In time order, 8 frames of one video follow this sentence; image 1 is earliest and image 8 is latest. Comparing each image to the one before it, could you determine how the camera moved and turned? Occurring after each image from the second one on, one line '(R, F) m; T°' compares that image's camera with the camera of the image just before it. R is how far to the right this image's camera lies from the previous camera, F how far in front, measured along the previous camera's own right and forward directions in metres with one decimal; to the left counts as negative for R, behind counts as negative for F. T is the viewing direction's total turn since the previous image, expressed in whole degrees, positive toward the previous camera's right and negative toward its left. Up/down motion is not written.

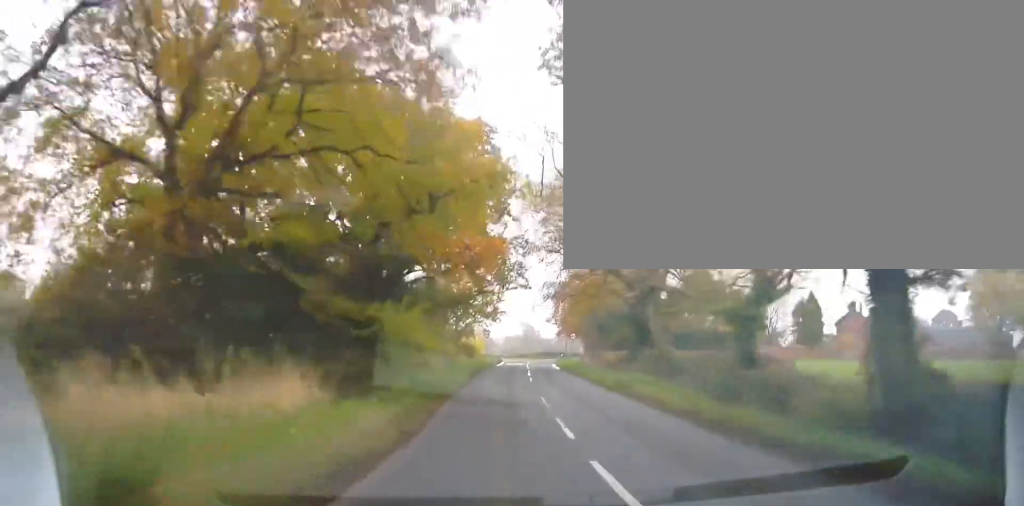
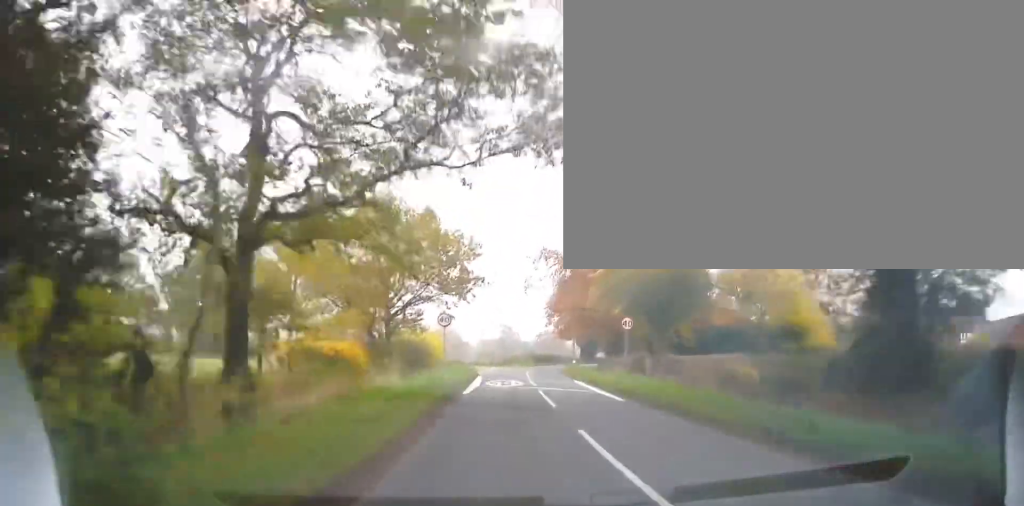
(+0.1, +27.6) m; +1°
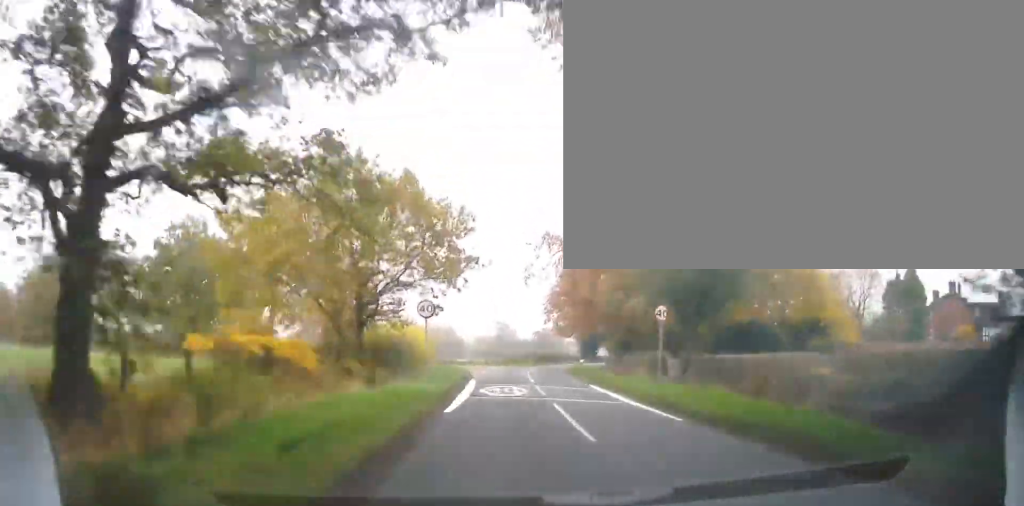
(+0.2, +6.0) m; +1°
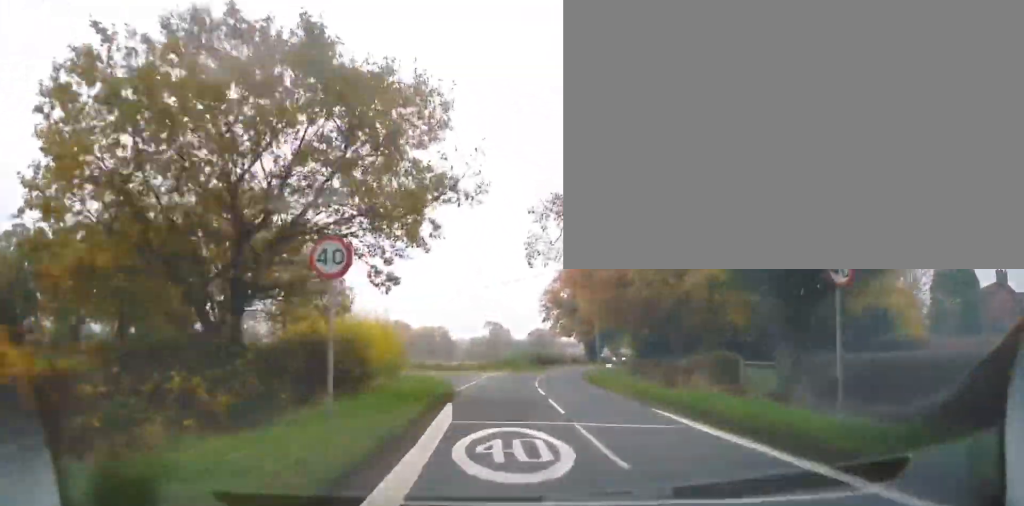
(+0.2, +10.4) m; 0°
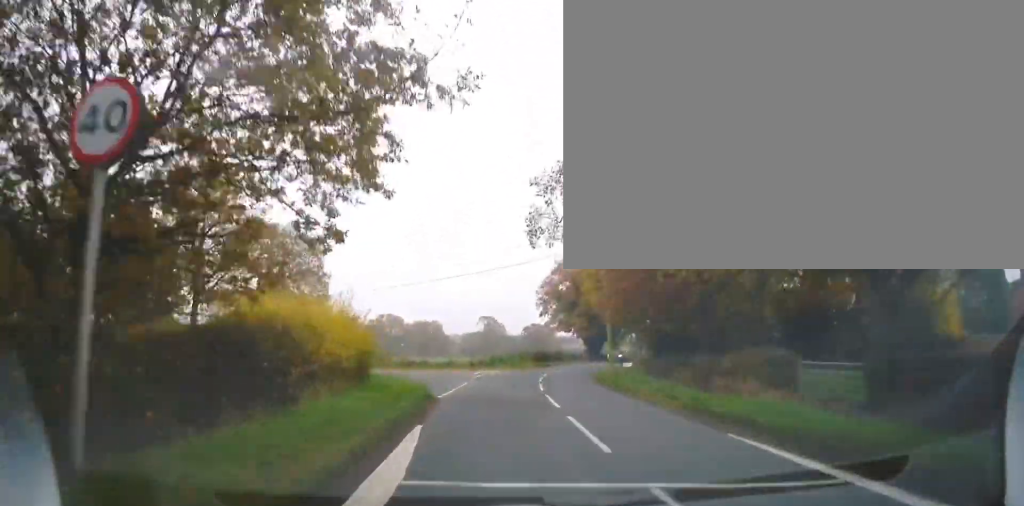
(-0.1, +5.6) m; 0°
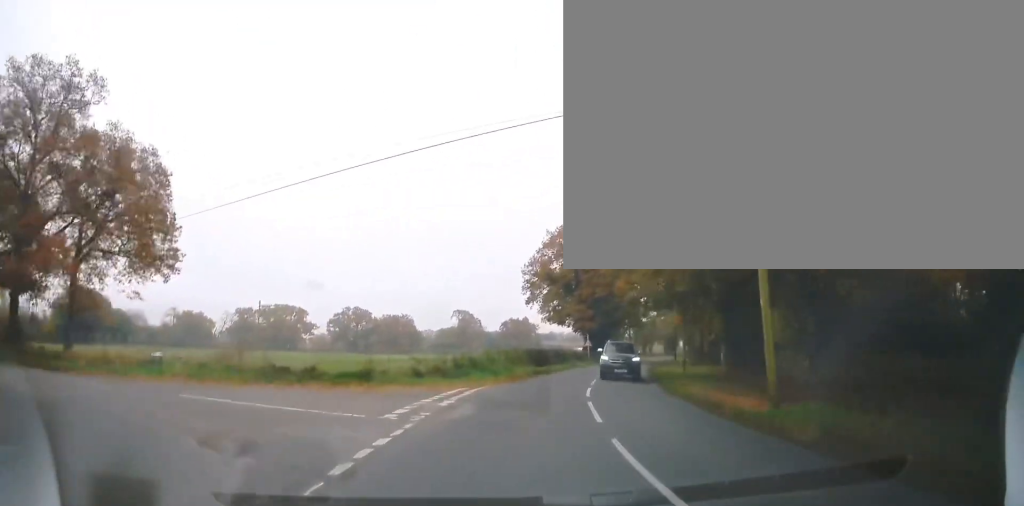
(+0.2, +21.3) m; +3°
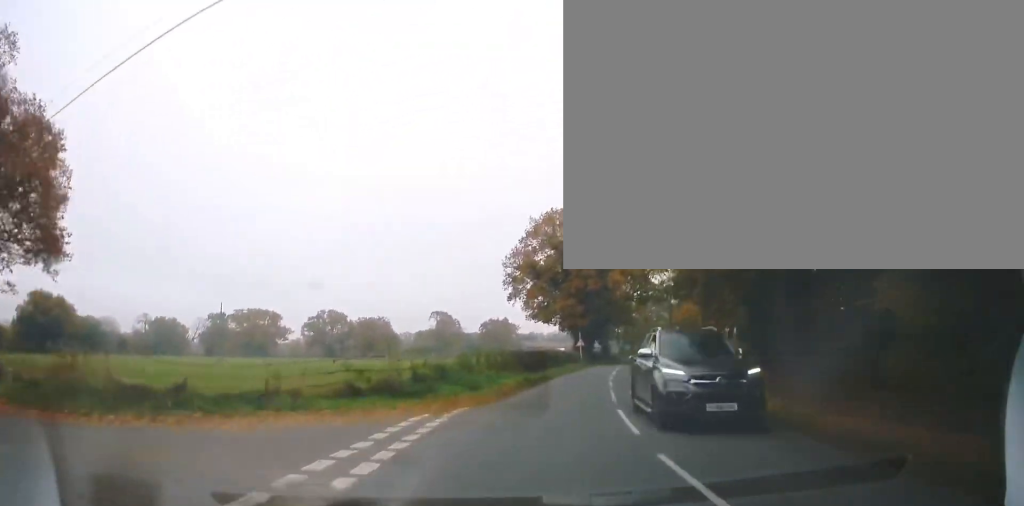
(+0.1, +7.6) m; +3°
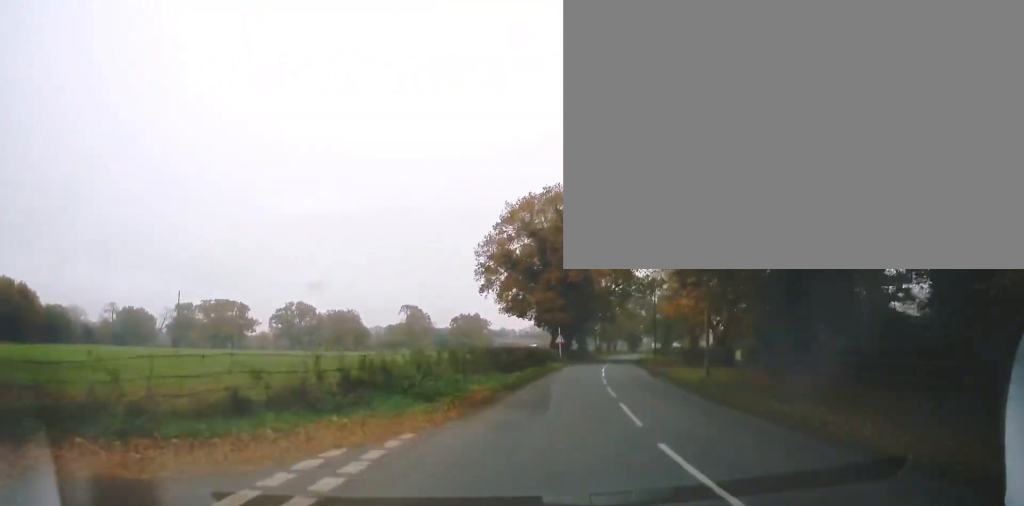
(+0.1, +4.9) m; +2°
